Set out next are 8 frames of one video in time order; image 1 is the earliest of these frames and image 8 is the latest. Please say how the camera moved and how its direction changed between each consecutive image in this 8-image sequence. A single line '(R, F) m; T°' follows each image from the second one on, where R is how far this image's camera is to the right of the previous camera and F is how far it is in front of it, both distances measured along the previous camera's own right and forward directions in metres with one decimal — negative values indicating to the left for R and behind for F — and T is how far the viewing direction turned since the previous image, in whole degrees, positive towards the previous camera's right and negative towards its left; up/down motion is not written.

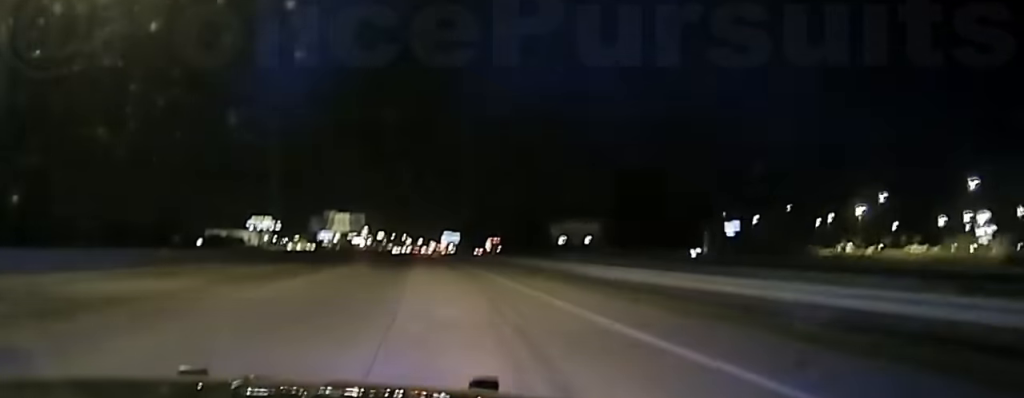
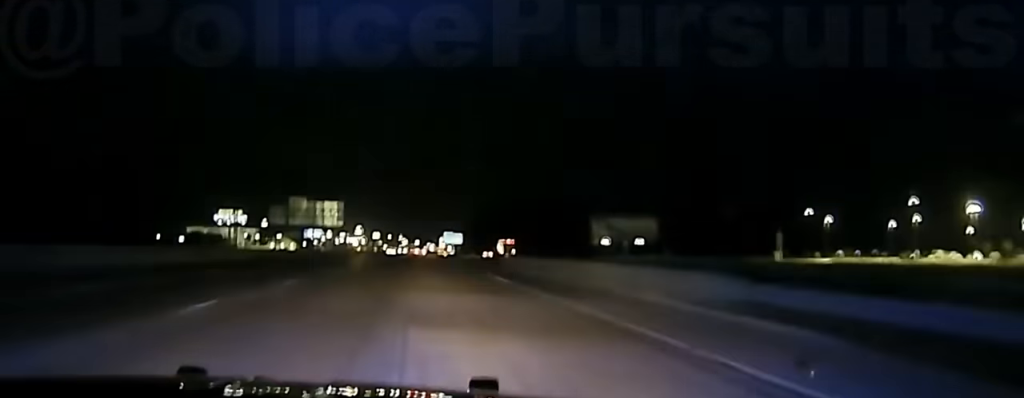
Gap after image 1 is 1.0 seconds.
(+0.1, +63.5) m; 0°
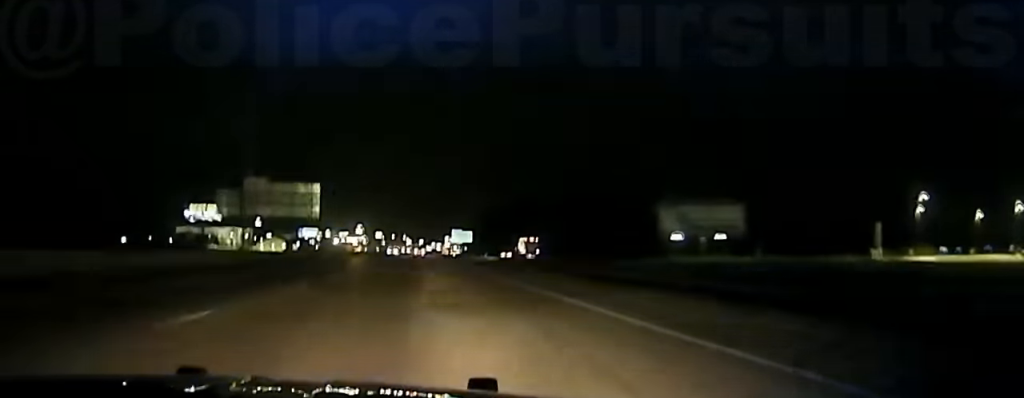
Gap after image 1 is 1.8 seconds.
(0.0, +52.0) m; 0°
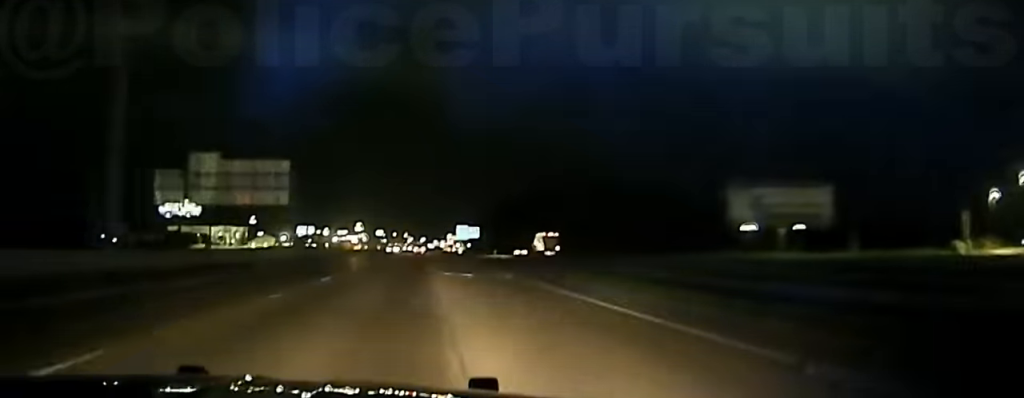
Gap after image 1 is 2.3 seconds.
(-0.2, +35.2) m; 0°
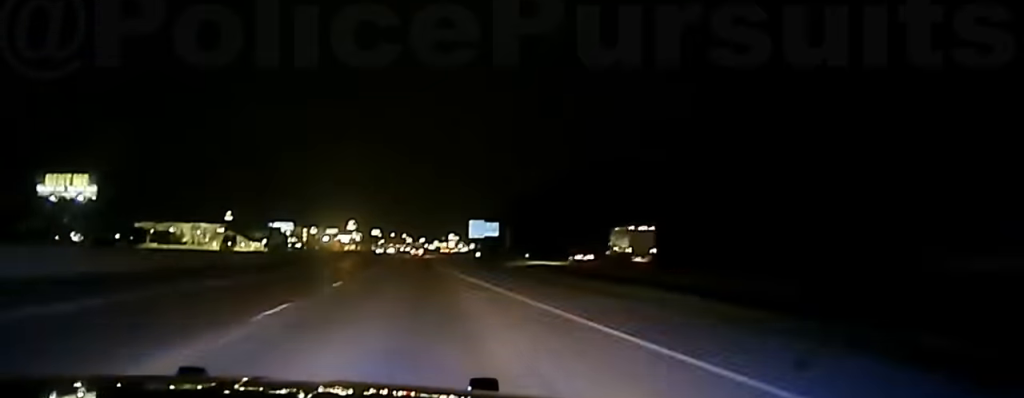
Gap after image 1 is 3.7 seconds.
(+0.2, +94.4) m; 0°
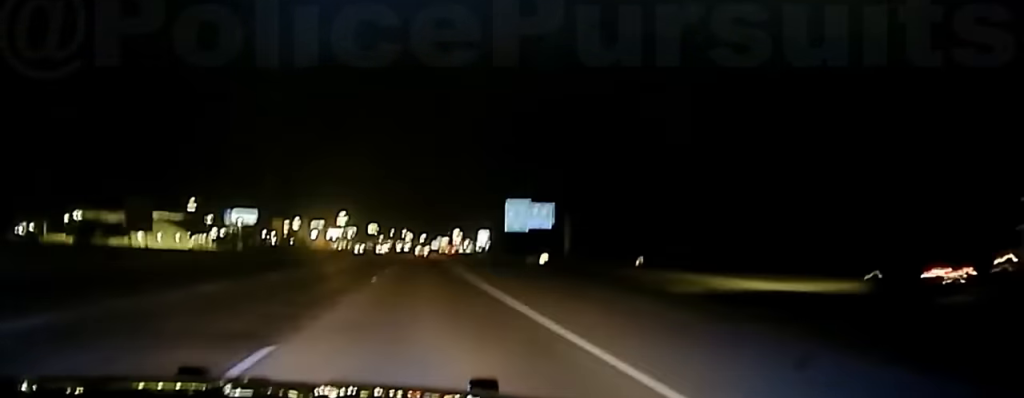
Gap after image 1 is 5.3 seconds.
(+0.3, +109.6) m; 0°
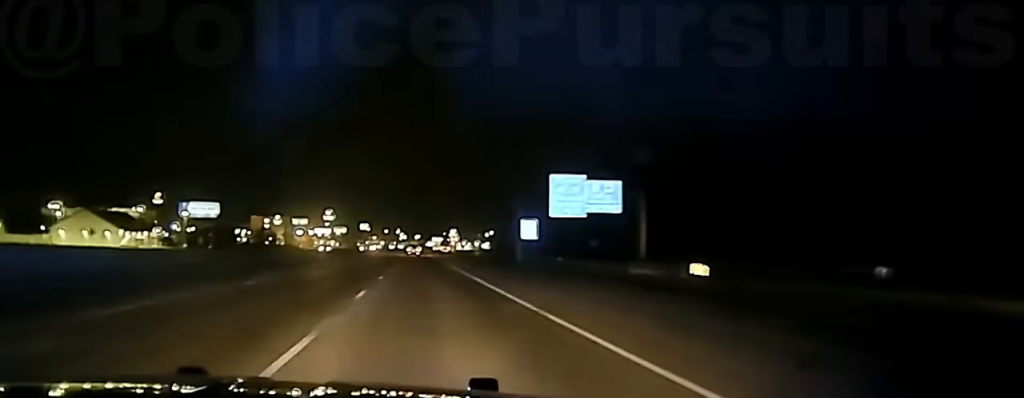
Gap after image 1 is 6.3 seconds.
(+0.2, +61.5) m; 0°
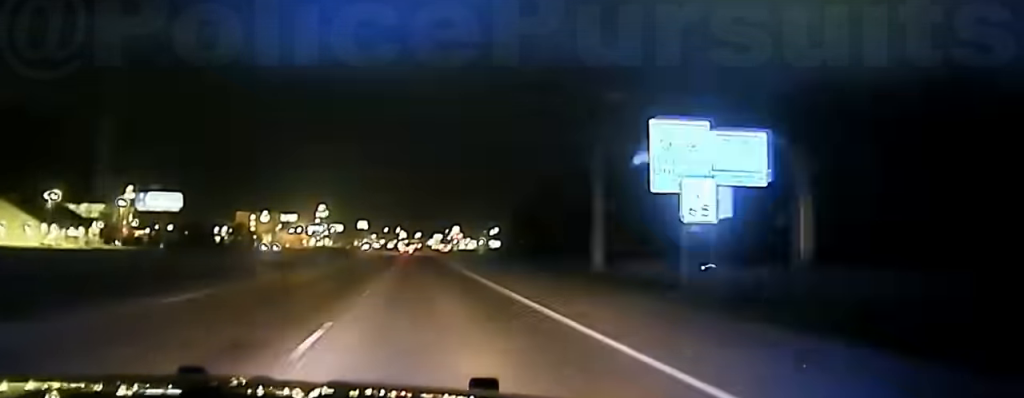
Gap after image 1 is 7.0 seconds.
(-0.1, +41.3) m; 0°
